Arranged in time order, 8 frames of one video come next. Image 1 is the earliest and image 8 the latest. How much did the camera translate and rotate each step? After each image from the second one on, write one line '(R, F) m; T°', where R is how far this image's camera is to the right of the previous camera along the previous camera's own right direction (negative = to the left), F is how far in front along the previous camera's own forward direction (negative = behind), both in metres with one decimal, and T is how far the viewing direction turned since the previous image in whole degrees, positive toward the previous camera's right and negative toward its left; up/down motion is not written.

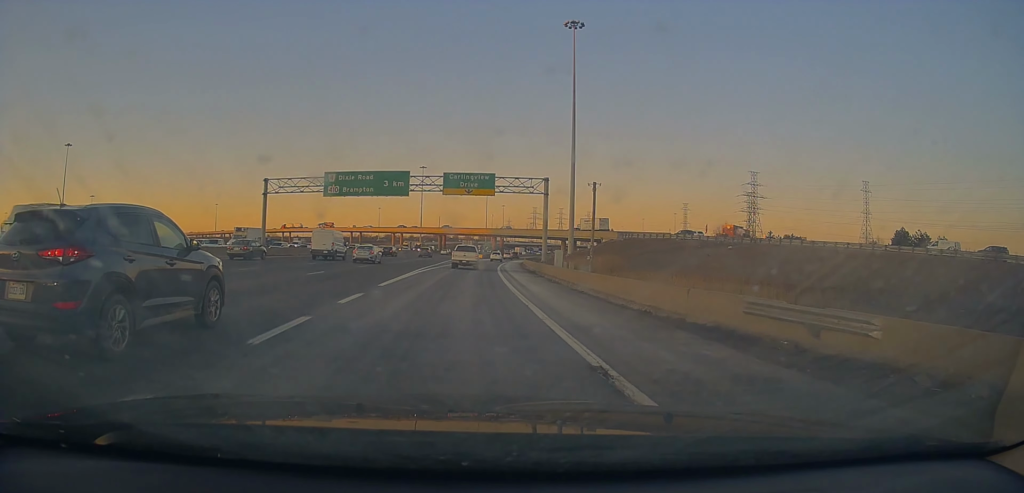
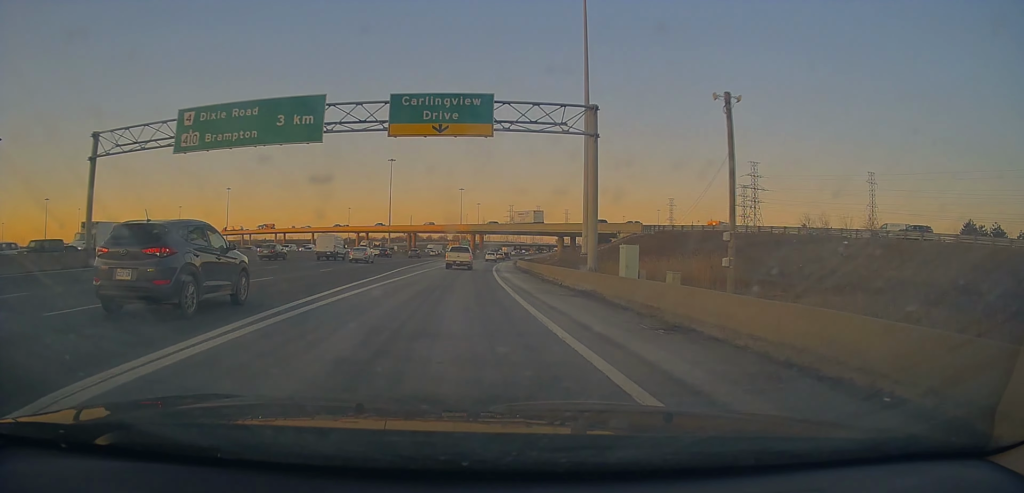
(+0.6, +26.9) m; +3°
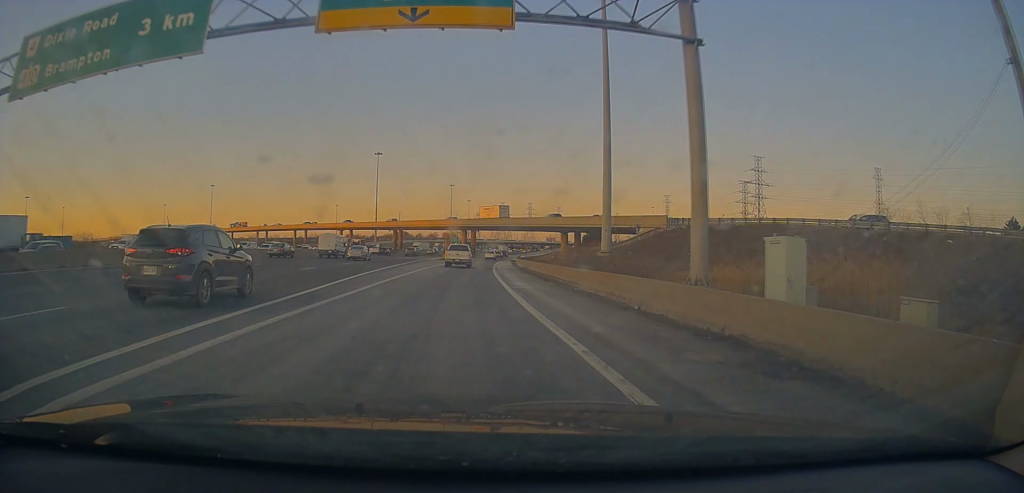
(+0.5, +12.9) m; +1°
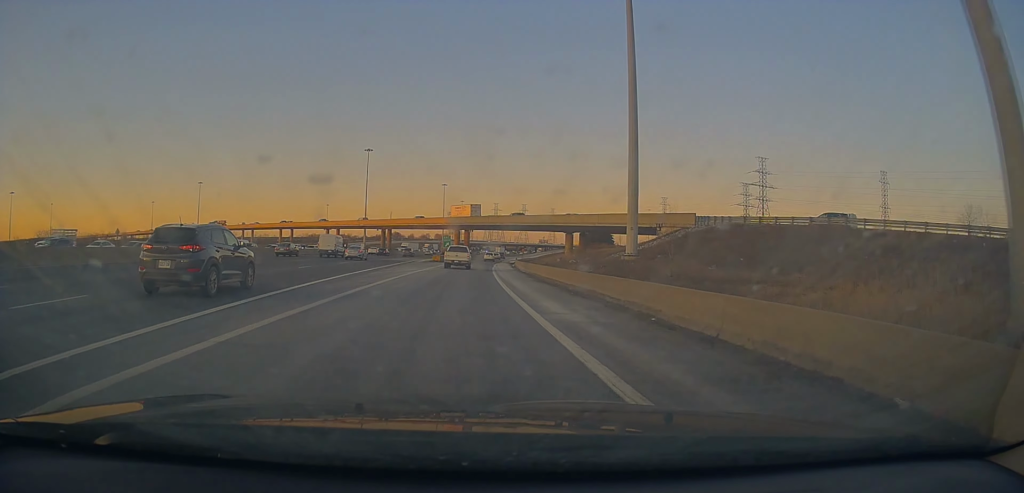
(-0.1, +9.9) m; +1°
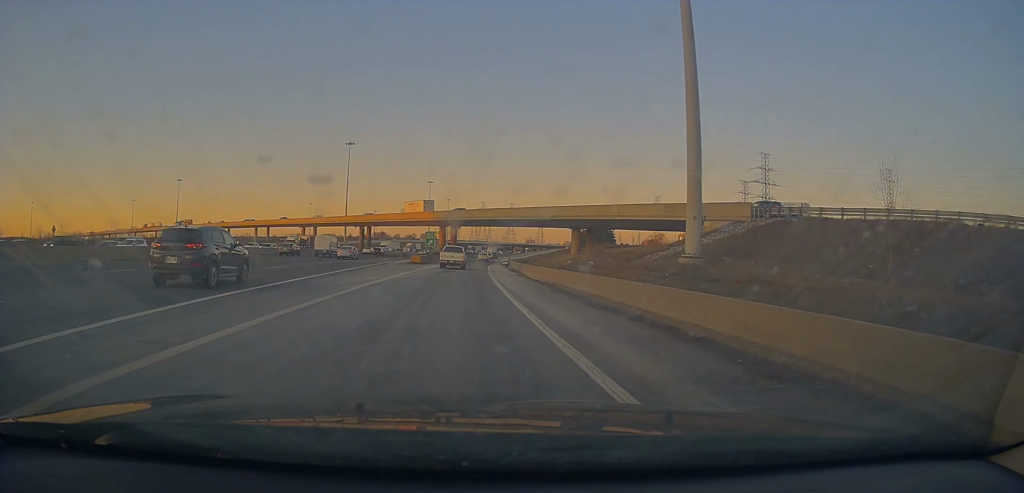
(-0.4, +13.7) m; +1°
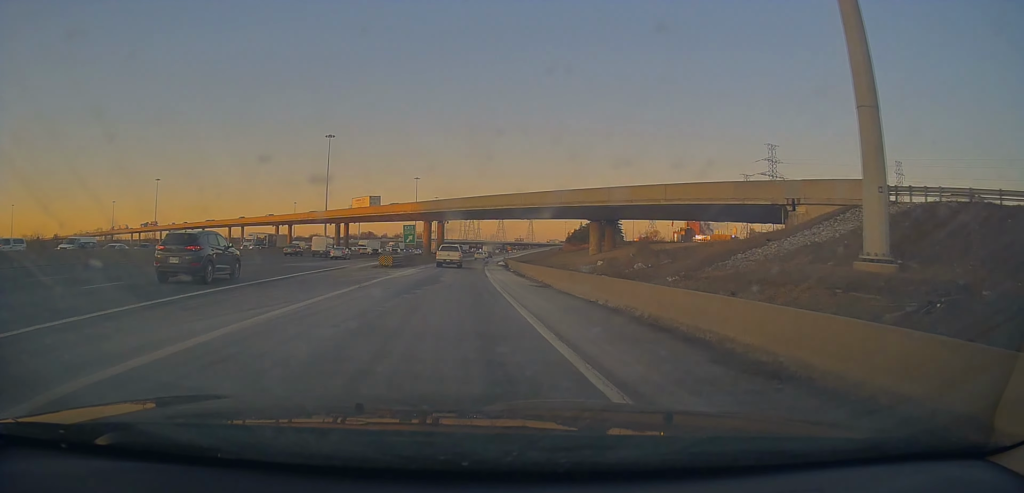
(+0.6, +15.2) m; +2°
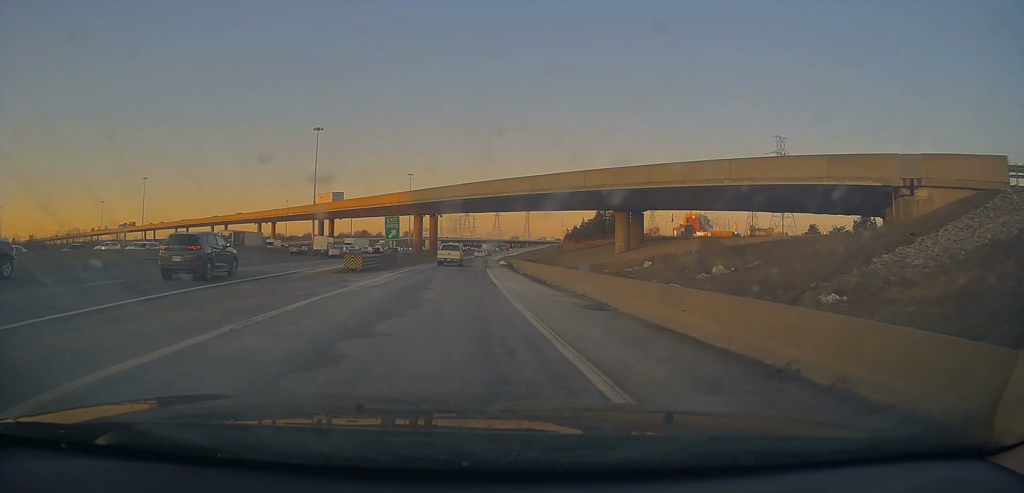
(+0.3, +10.6) m; +1°
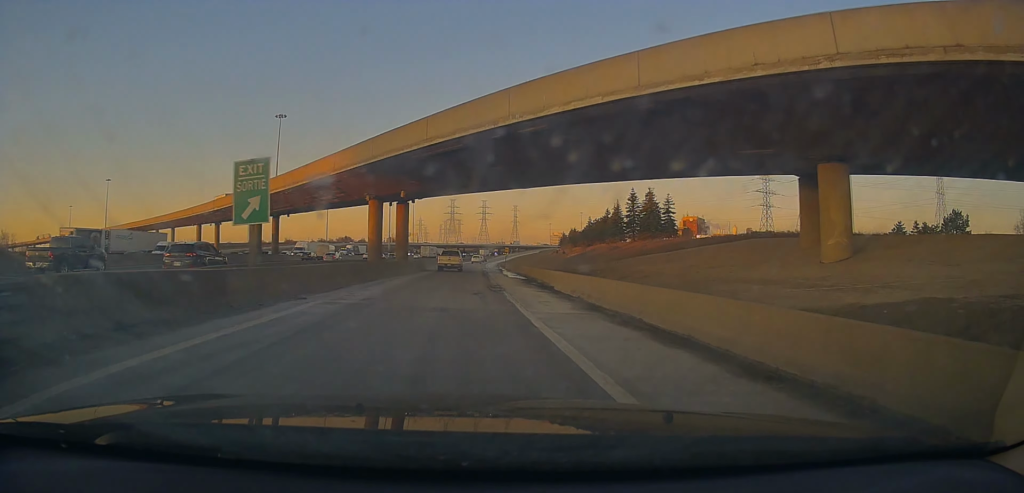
(0.0, +28.2) m; +1°
